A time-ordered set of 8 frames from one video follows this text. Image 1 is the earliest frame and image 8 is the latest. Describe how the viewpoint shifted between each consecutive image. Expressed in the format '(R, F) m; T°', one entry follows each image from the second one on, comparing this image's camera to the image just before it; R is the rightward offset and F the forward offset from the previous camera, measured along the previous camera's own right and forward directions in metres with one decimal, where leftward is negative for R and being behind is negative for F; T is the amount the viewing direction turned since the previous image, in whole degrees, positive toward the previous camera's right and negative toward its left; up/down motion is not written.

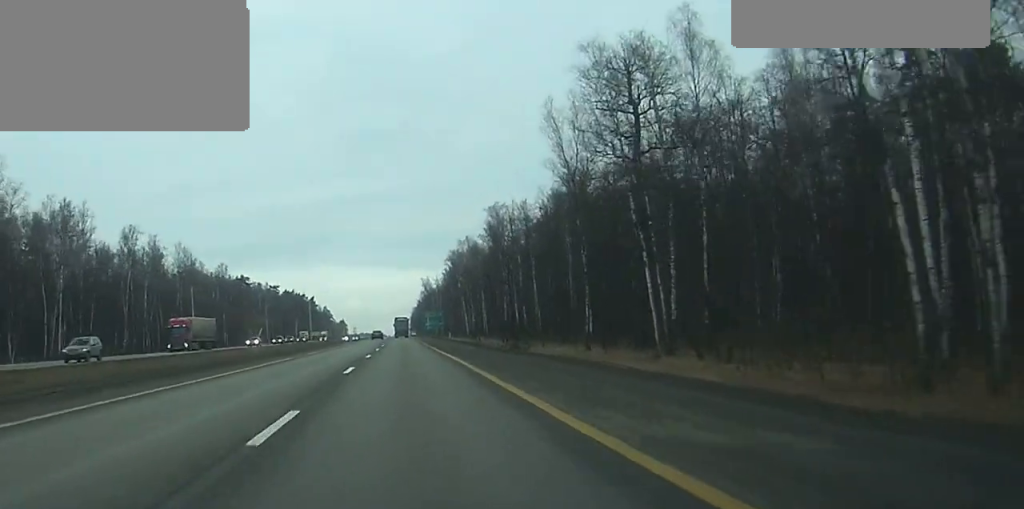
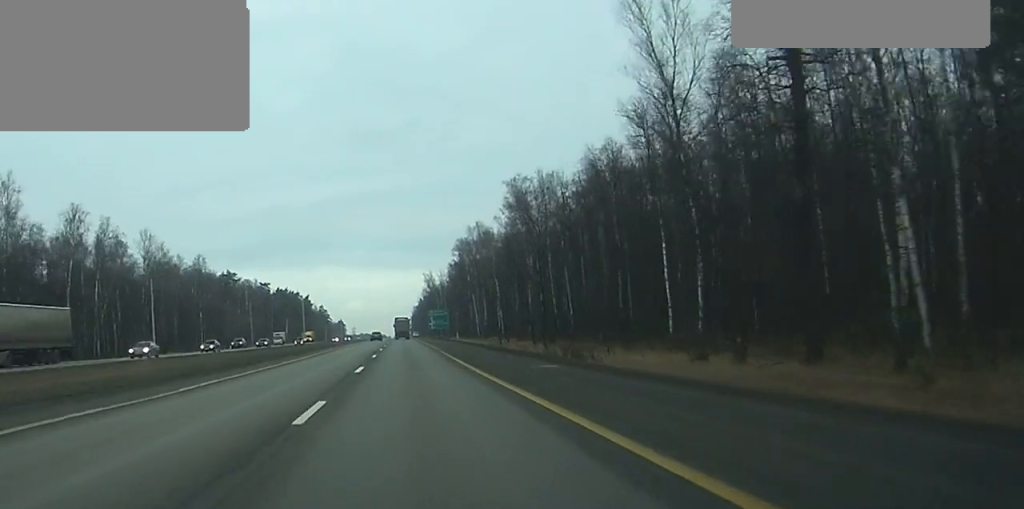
(0.0, +29.4) m; -1°
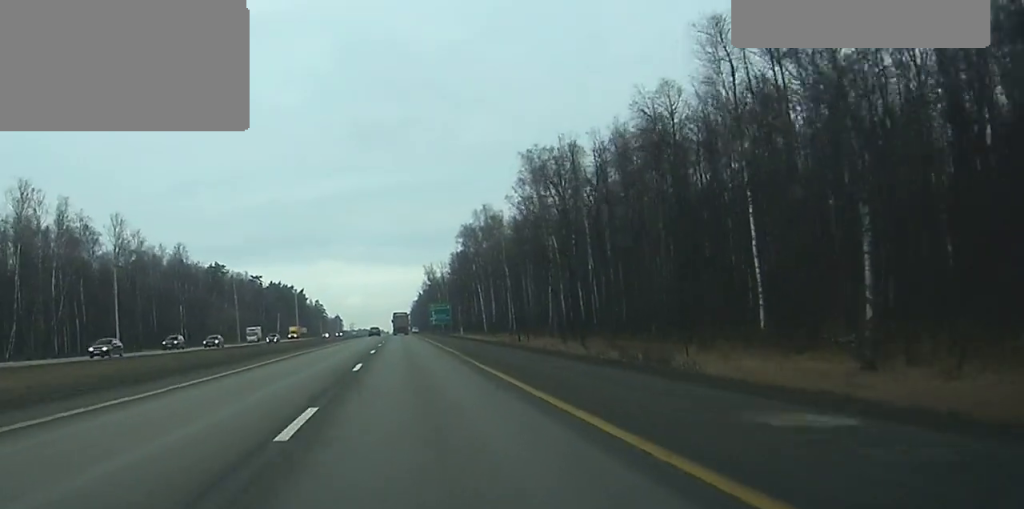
(-0.2, +18.5) m; -1°
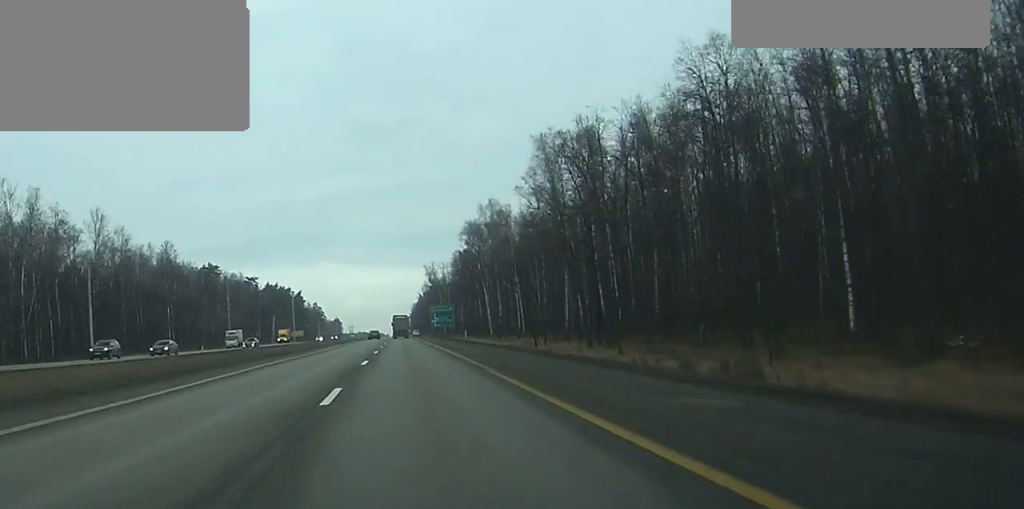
(0.0, +11.1) m; 0°
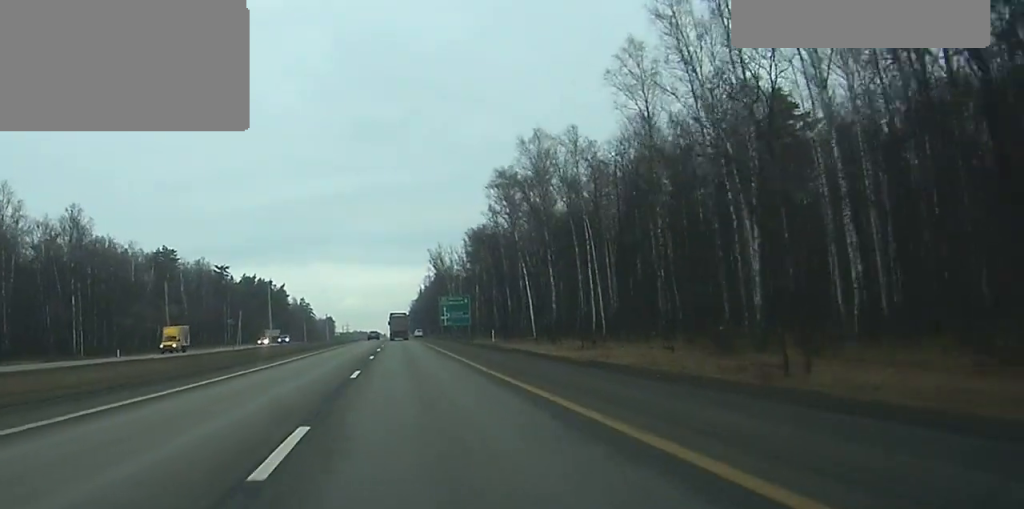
(-0.2, +55.5) m; 0°
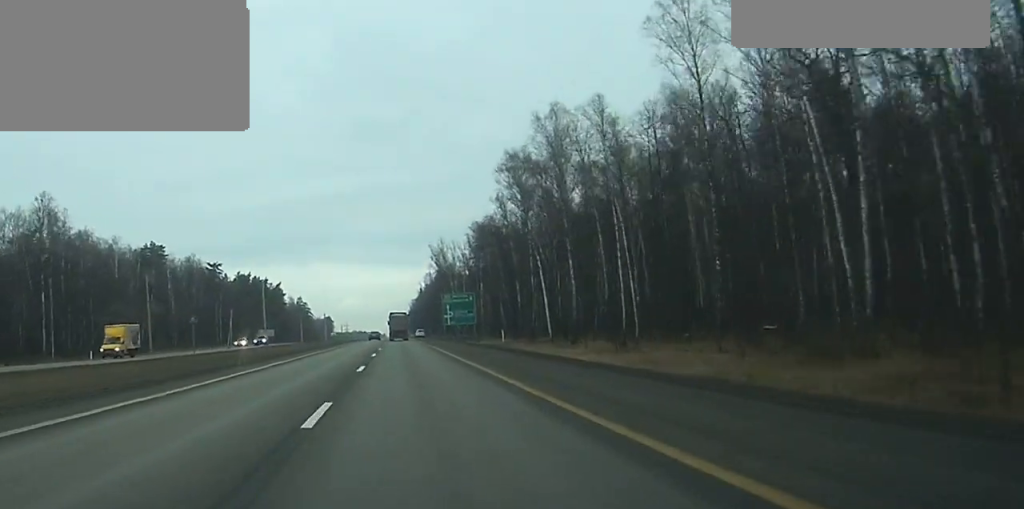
(+0.1, +11.9) m; 0°
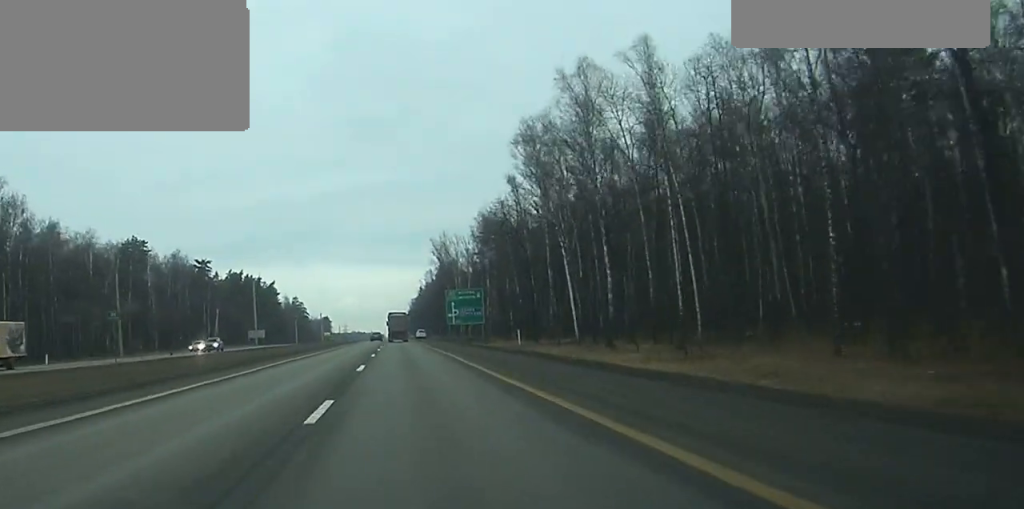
(+0.1, +15.6) m; 0°
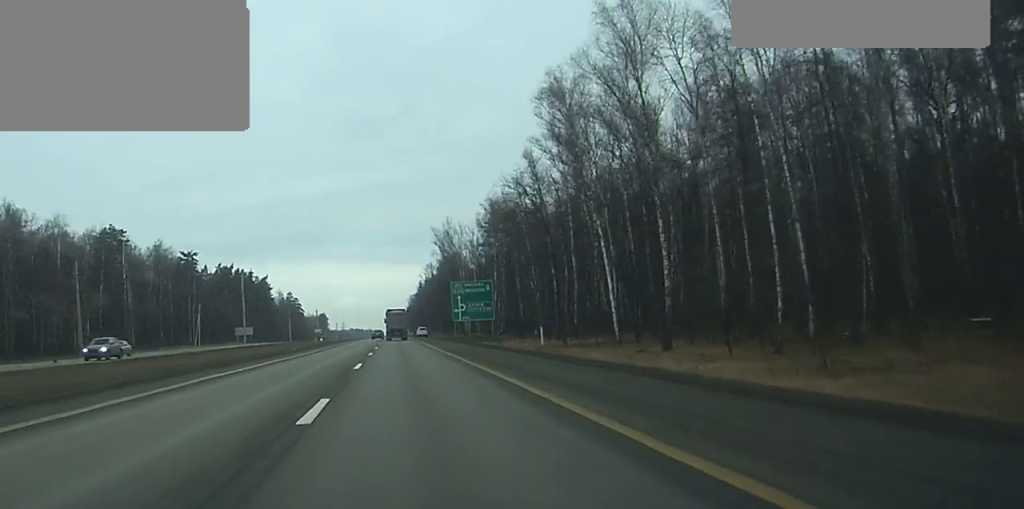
(+0.1, +16.4) m; 0°
